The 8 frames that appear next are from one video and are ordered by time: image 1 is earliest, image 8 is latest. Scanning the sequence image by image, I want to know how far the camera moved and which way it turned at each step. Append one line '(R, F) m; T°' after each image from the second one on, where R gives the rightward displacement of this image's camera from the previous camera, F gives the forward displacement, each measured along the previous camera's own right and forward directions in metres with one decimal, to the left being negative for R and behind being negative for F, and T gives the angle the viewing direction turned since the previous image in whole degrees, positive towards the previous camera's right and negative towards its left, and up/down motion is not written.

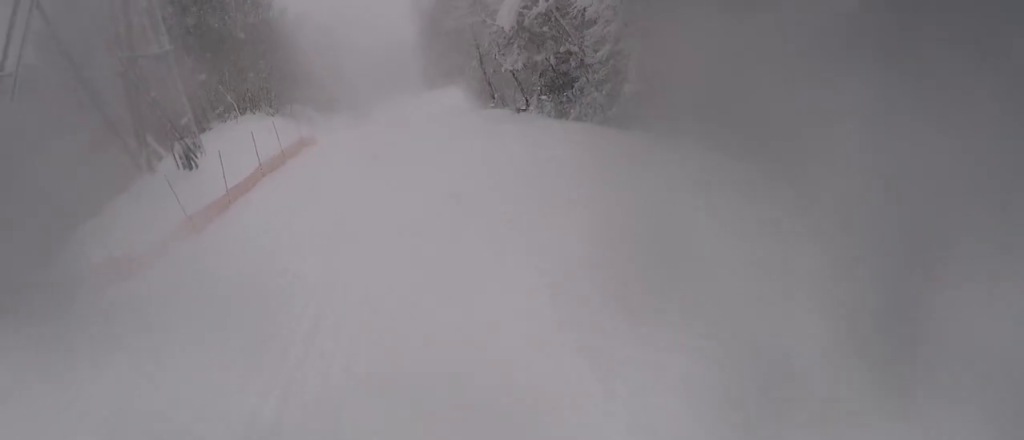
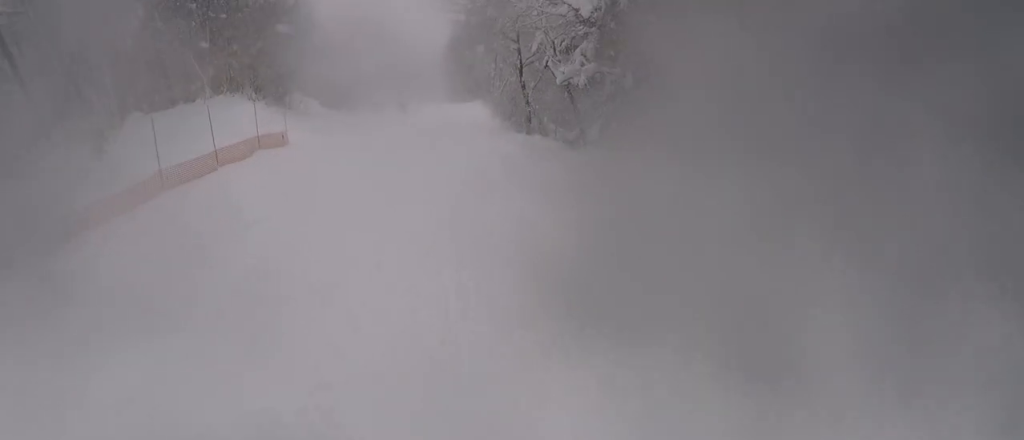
(+0.6, +8.4) m; +2°
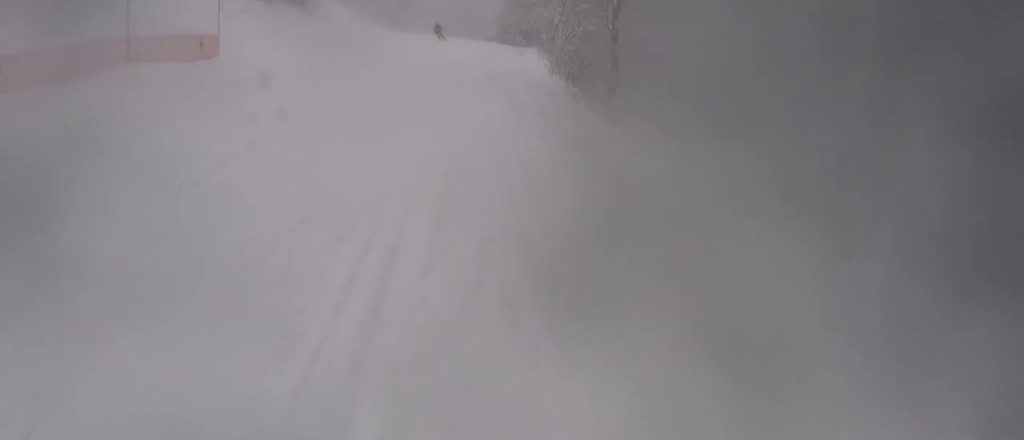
(-0.4, +9.3) m; -2°
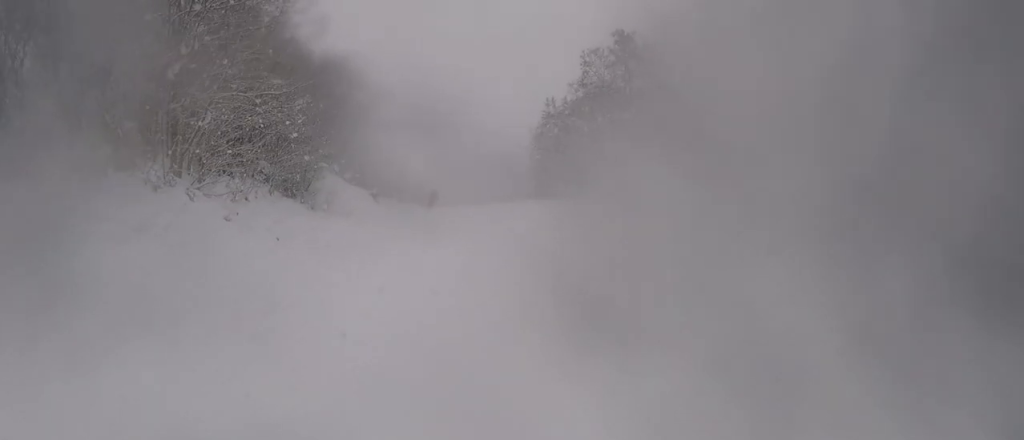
(-0.1, +12.2) m; 0°
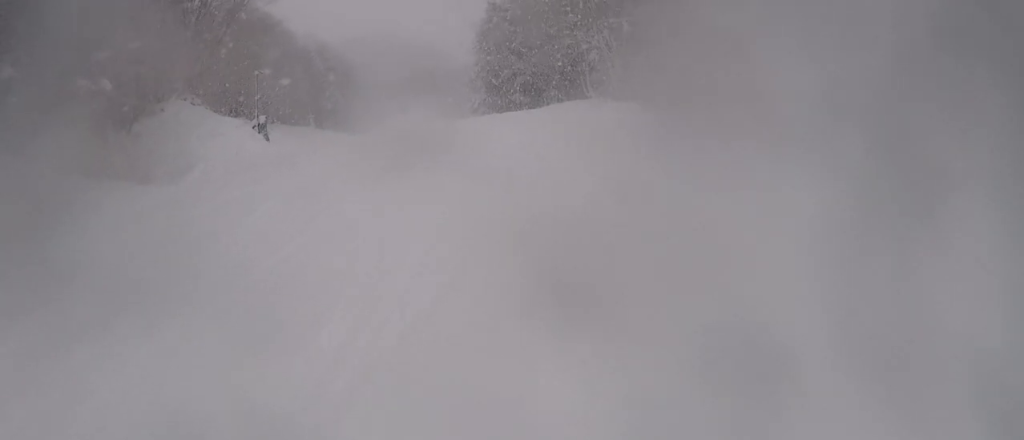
(+1.2, +15.5) m; +9°
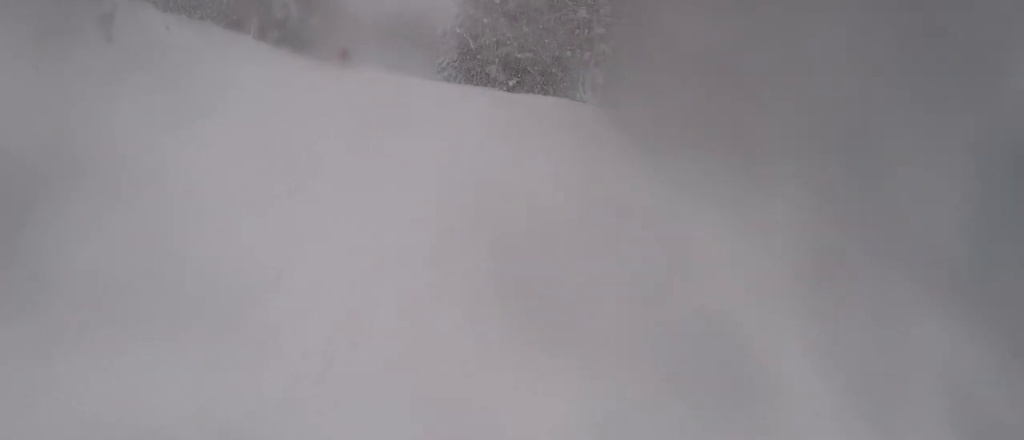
(-0.1, +12.0) m; -9°
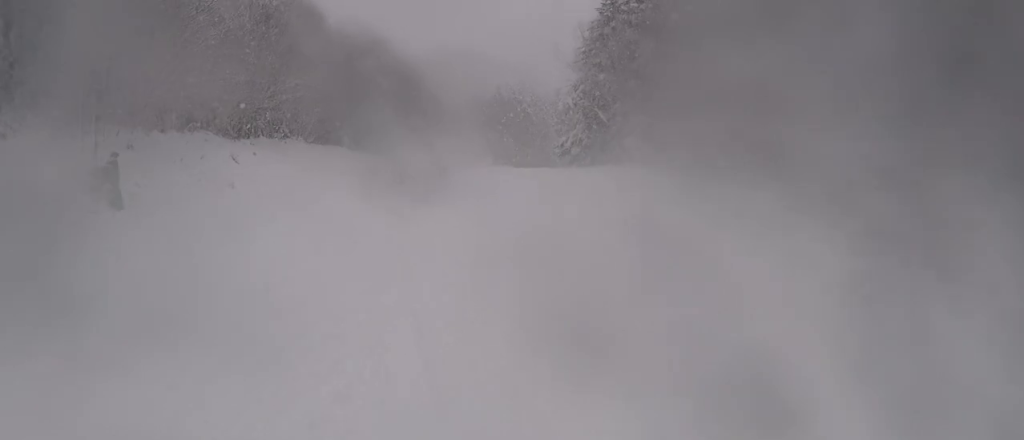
(-1.1, +10.0) m; -5°
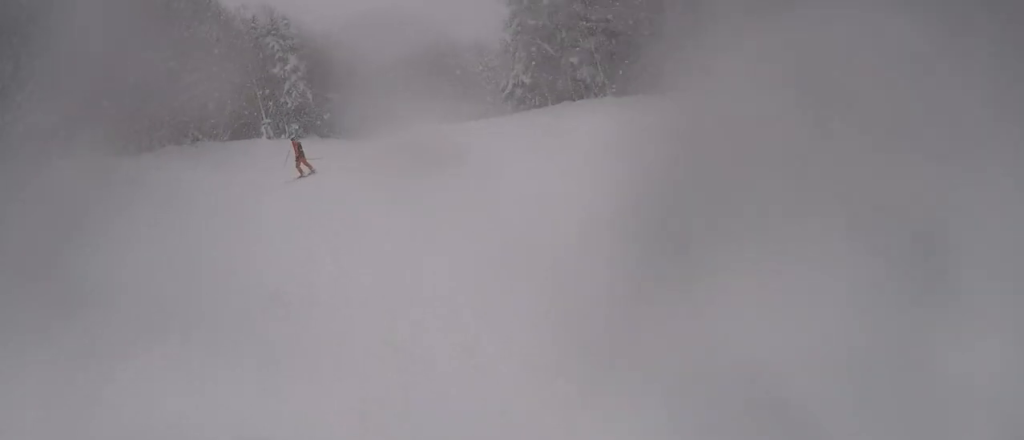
(-0.1, +5.3) m; +2°
